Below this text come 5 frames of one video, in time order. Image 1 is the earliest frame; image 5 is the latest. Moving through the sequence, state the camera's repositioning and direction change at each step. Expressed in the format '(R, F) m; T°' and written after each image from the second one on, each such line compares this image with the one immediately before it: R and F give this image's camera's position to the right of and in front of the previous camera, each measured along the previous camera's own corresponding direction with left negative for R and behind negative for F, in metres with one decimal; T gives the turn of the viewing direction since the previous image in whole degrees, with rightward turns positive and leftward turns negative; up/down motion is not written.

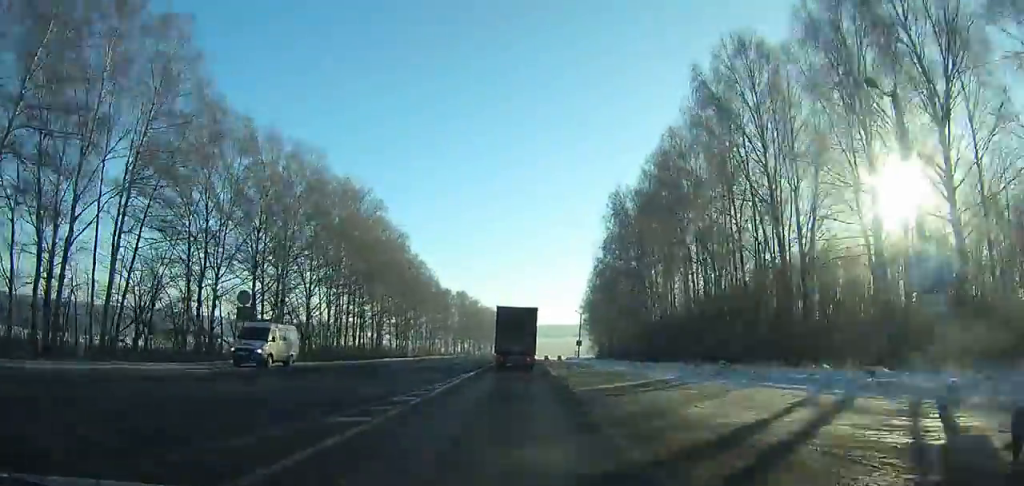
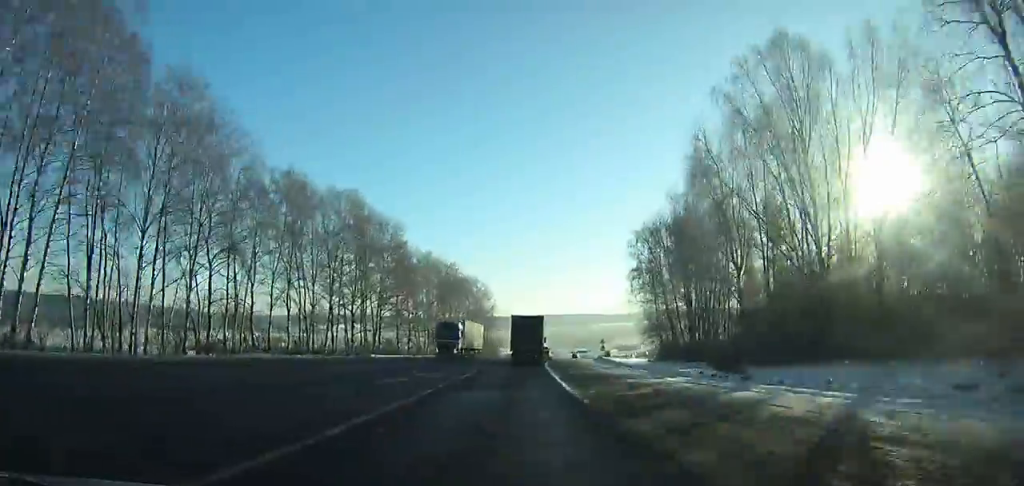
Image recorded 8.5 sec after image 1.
(+0.7, +112.0) m; +3°
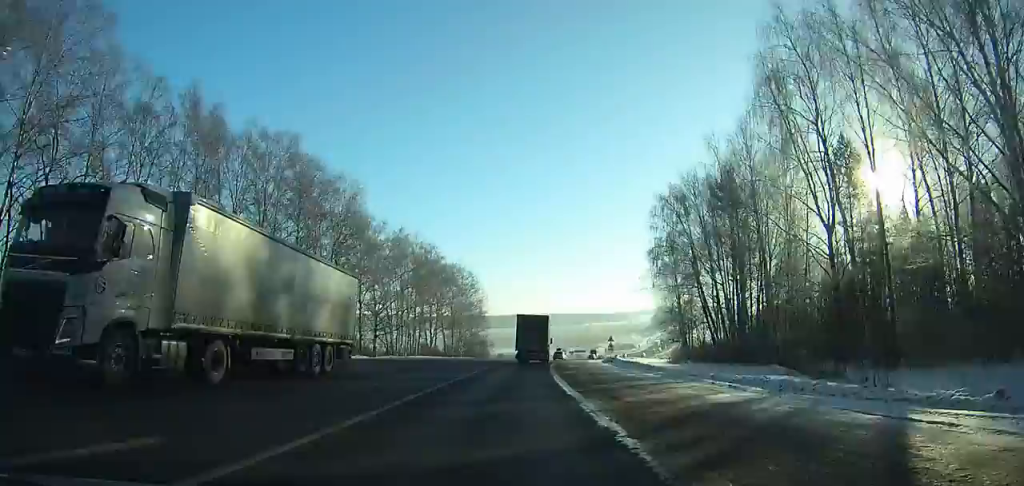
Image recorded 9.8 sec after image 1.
(+0.2, +19.6) m; +2°
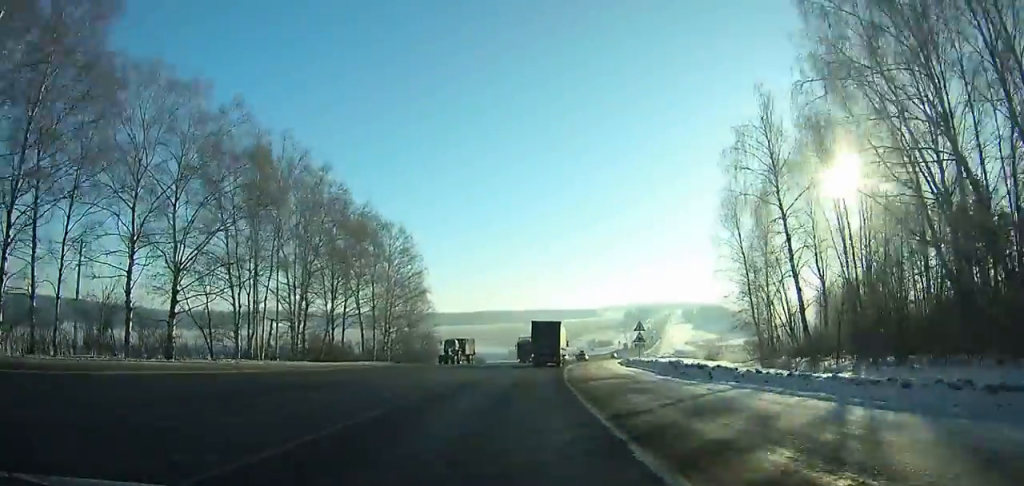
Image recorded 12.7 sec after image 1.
(+1.4, +45.8) m; +4°
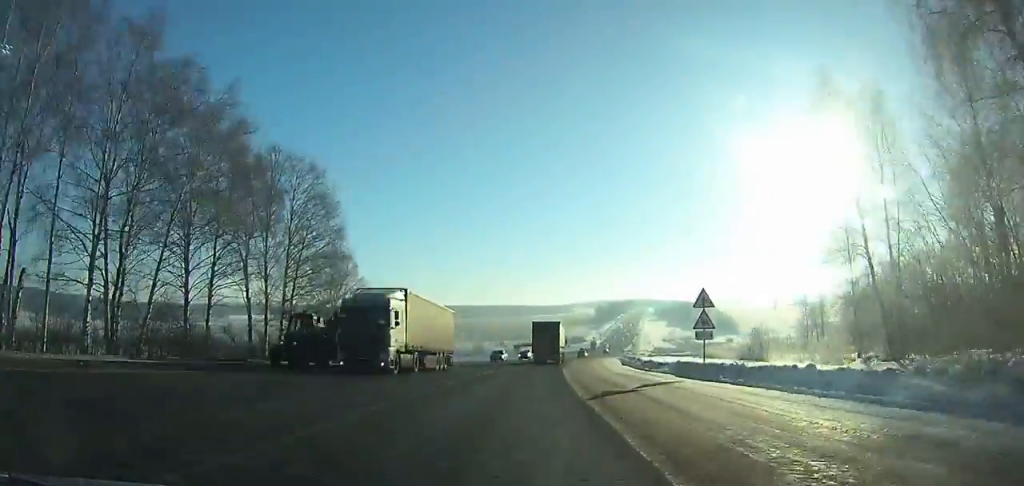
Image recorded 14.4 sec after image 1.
(+0.6, +28.2) m; +3°
